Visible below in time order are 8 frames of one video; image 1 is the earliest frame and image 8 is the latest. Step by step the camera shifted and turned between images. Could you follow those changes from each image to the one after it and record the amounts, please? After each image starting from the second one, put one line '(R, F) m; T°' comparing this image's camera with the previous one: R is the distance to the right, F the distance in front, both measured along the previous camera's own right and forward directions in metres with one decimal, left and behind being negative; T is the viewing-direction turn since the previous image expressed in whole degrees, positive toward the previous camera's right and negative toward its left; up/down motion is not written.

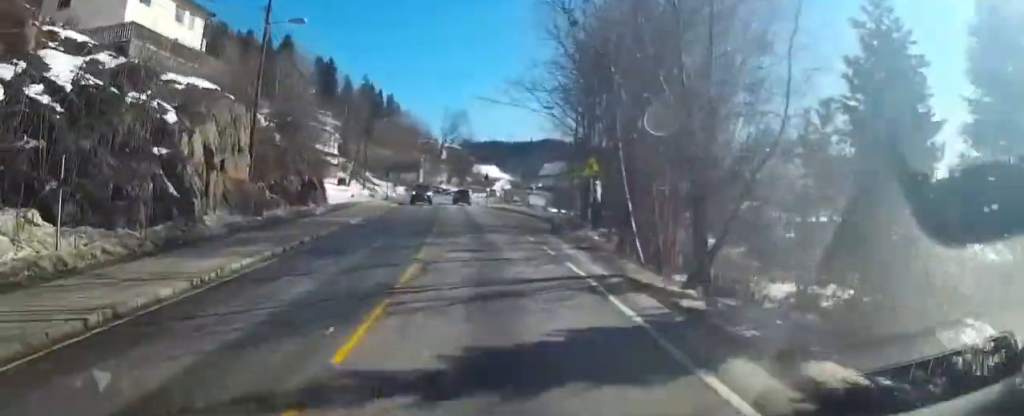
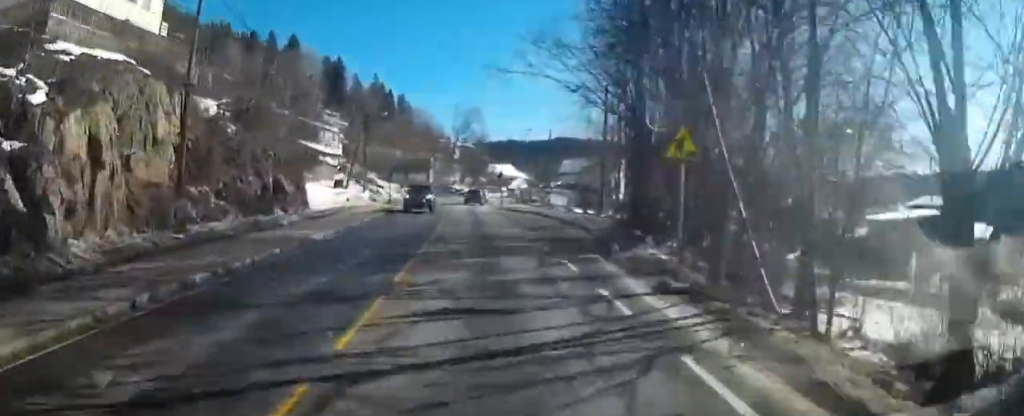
(-0.1, +7.3) m; -1°
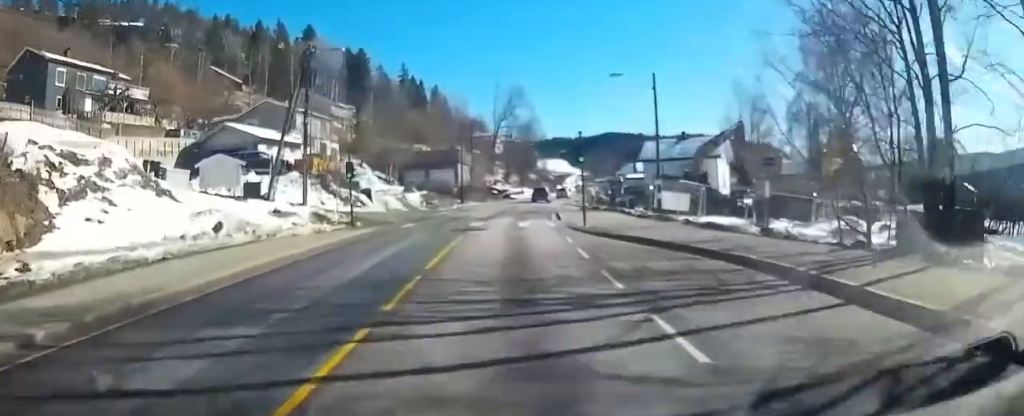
(-1.0, +29.8) m; -3°
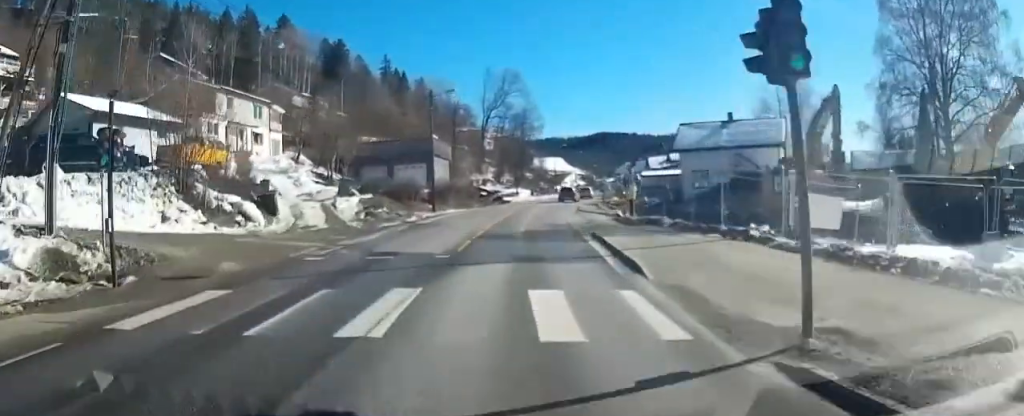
(-0.2, +18.9) m; -1°
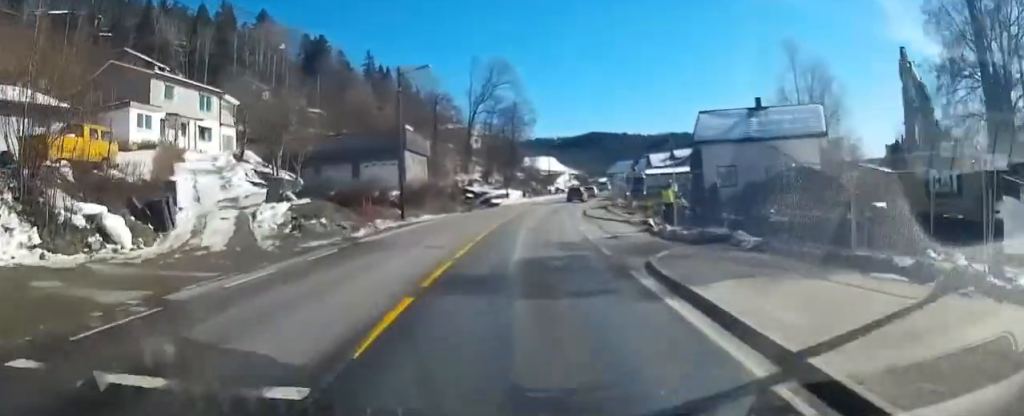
(0.0, +9.2) m; -1°
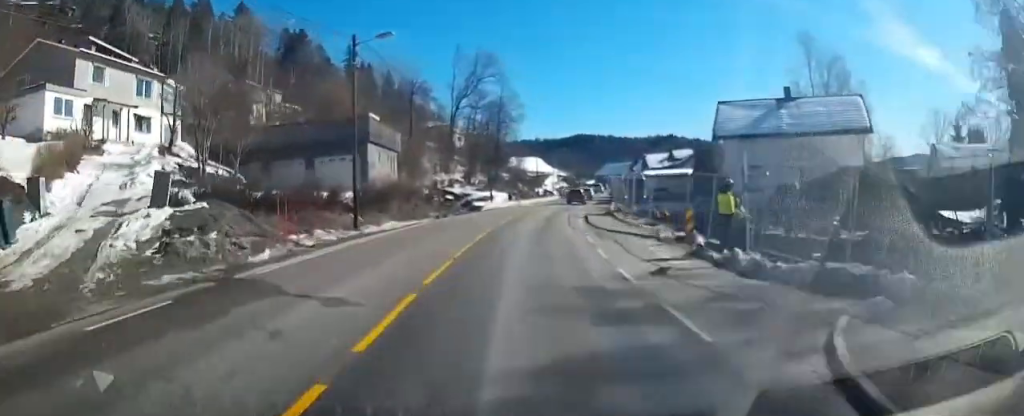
(-0.2, +7.8) m; +2°
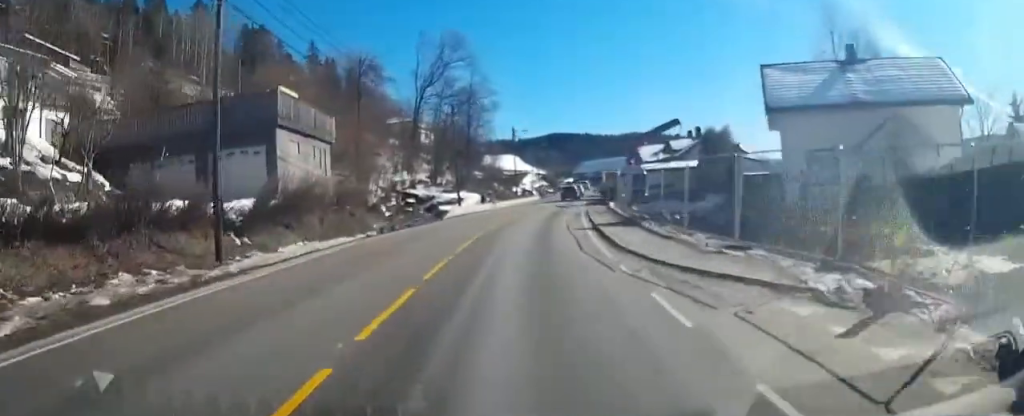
(+0.4, +11.8) m; +4°
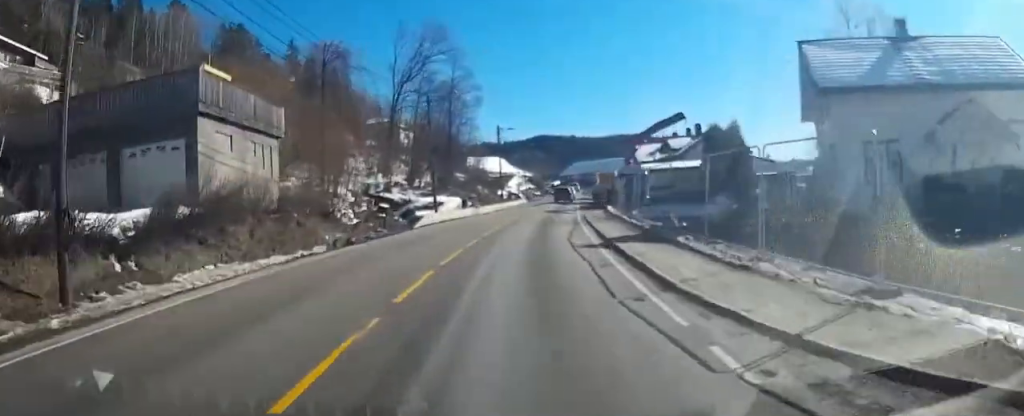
(+0.1, +6.1) m; +2°
